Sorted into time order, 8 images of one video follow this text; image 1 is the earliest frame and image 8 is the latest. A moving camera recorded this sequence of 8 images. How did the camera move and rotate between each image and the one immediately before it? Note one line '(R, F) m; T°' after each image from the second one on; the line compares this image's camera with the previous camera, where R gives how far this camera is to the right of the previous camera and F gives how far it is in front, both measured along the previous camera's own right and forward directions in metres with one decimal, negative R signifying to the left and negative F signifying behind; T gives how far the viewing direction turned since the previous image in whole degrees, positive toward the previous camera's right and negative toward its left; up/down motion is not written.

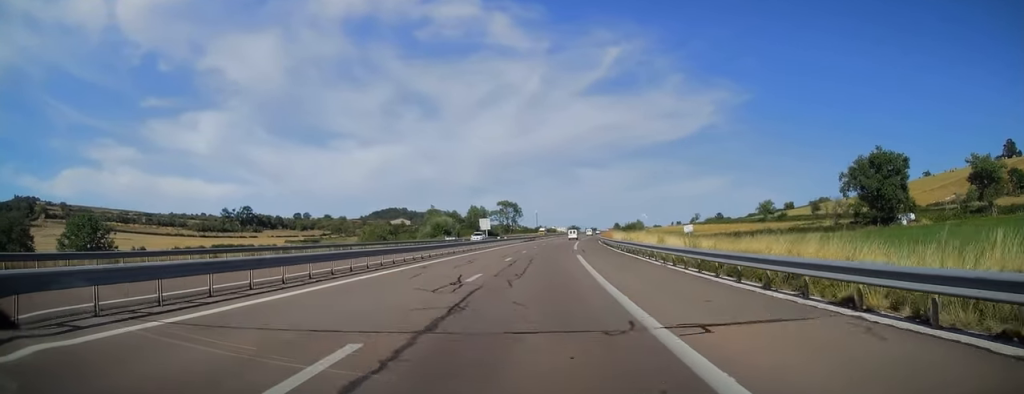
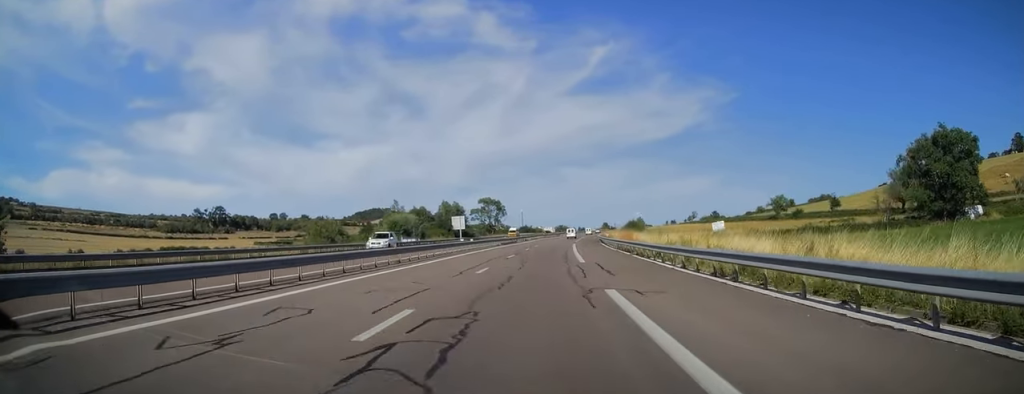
(+0.3, +22.3) m; +1°
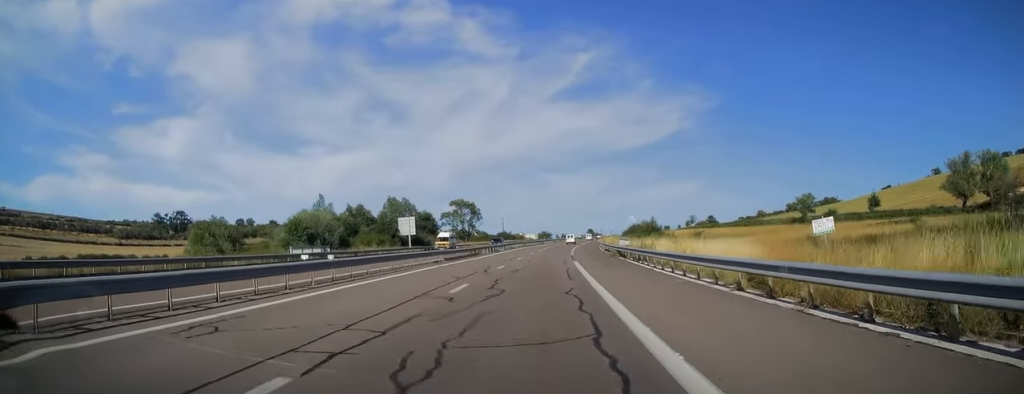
(+0.2, +30.5) m; +1°
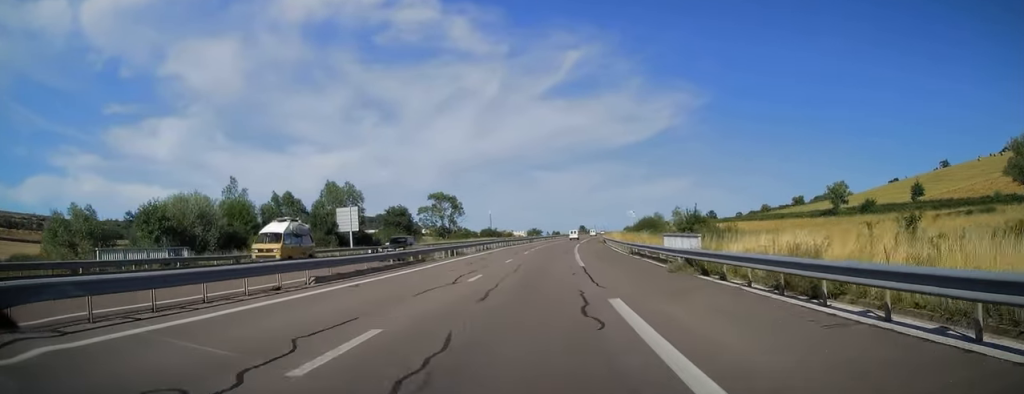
(+0.2, +22.3) m; +1°
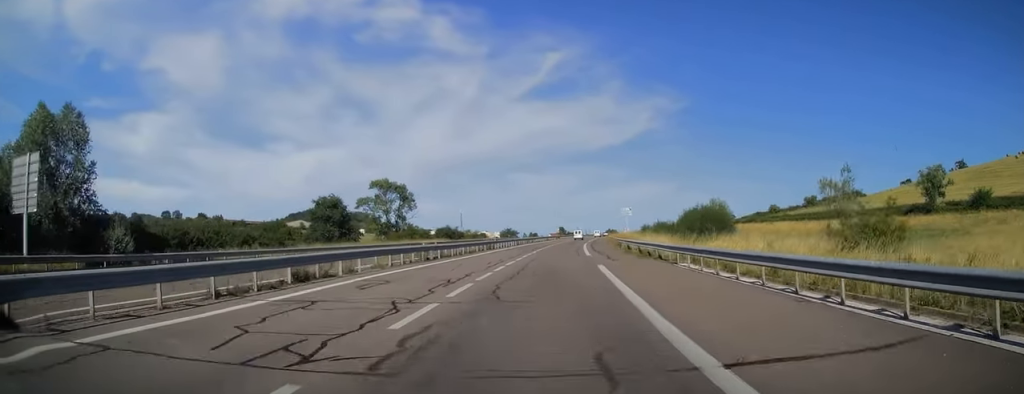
(+1.1, +41.9) m; +3°
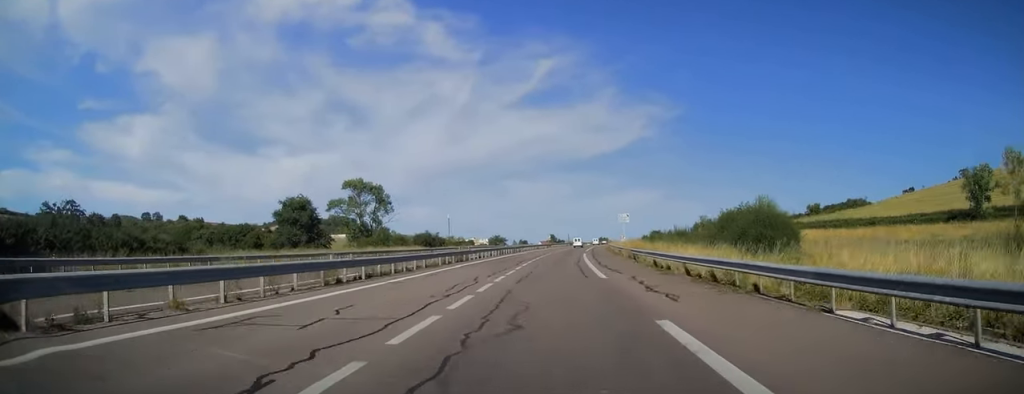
(0.0, +13.6) m; +1°
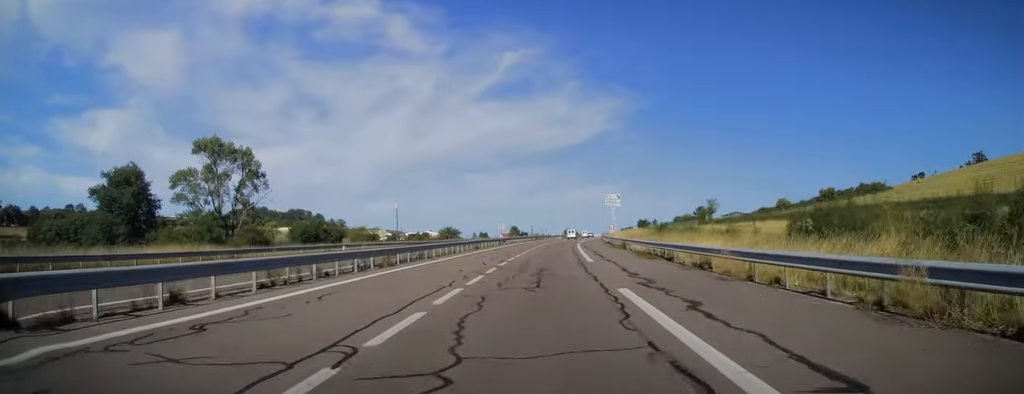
(+1.3, +47.6) m; +3°
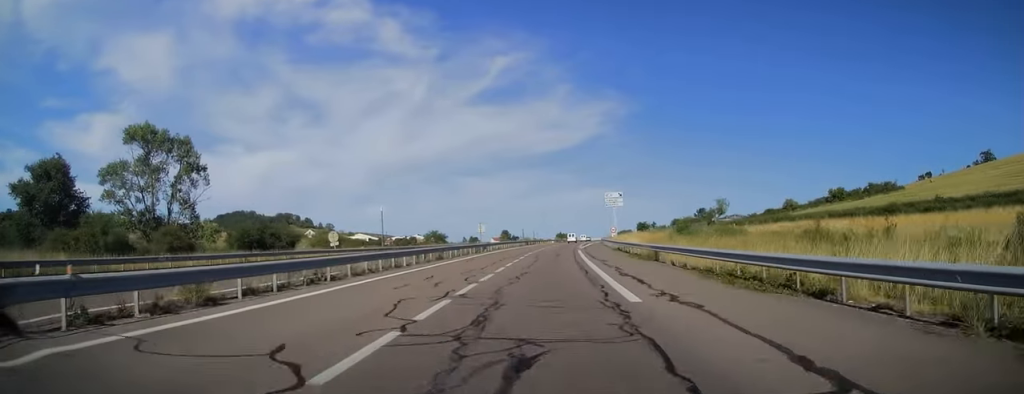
(+0.1, +14.6) m; +1°
